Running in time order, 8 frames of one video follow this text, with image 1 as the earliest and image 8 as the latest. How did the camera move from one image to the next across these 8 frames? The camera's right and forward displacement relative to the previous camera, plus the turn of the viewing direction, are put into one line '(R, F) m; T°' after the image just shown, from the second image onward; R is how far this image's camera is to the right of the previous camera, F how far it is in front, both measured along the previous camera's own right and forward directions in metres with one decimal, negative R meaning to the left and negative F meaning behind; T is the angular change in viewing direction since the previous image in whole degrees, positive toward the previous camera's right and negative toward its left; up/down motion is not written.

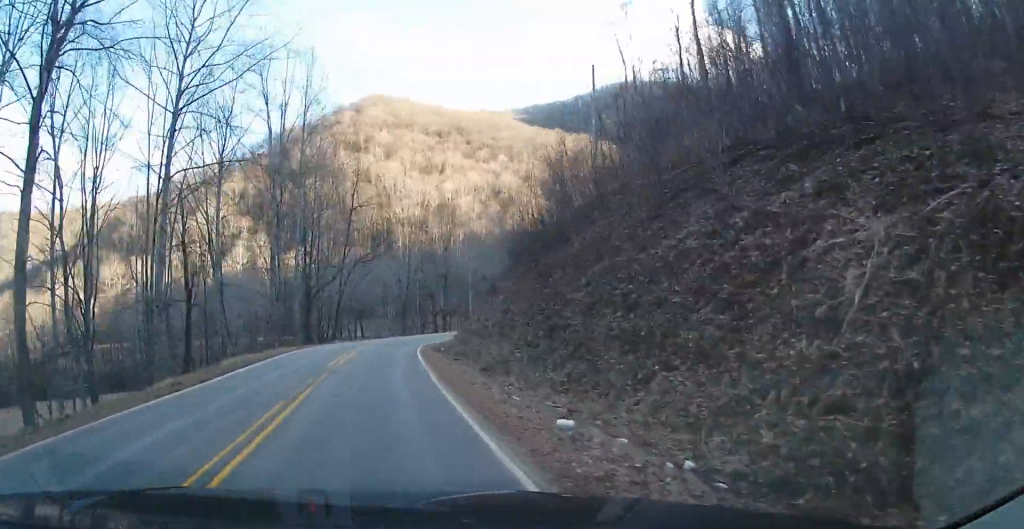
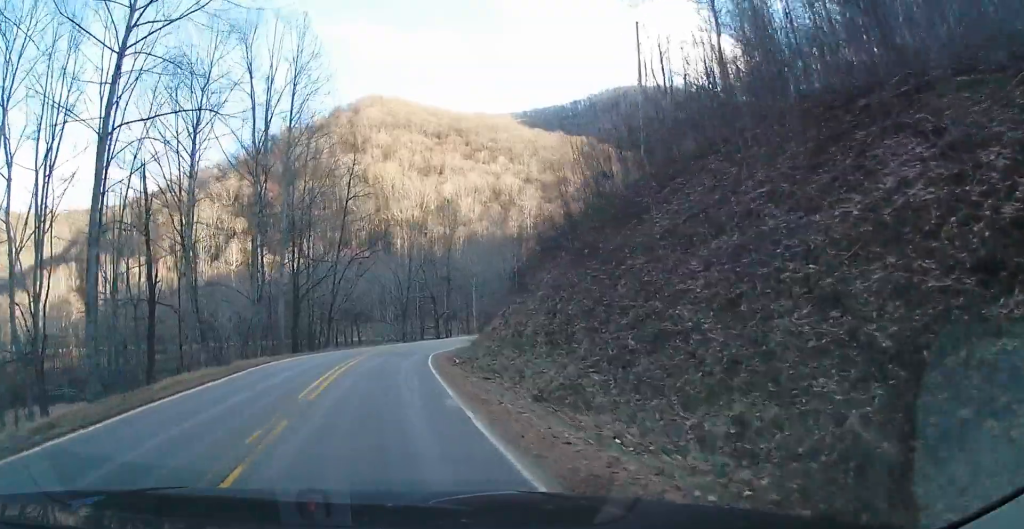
(0.0, +6.5) m; +1°
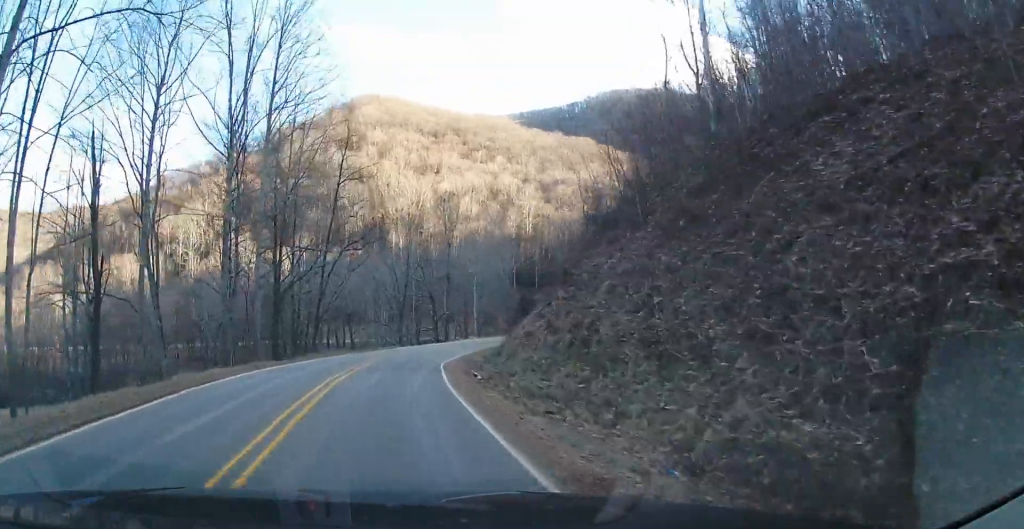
(-0.1, +6.5) m; +1°
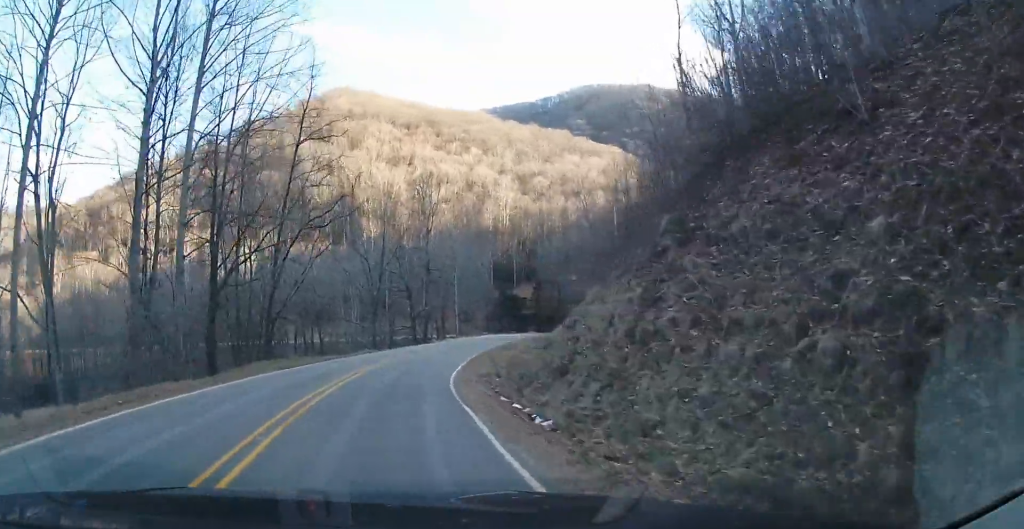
(+0.4, +9.5) m; +3°
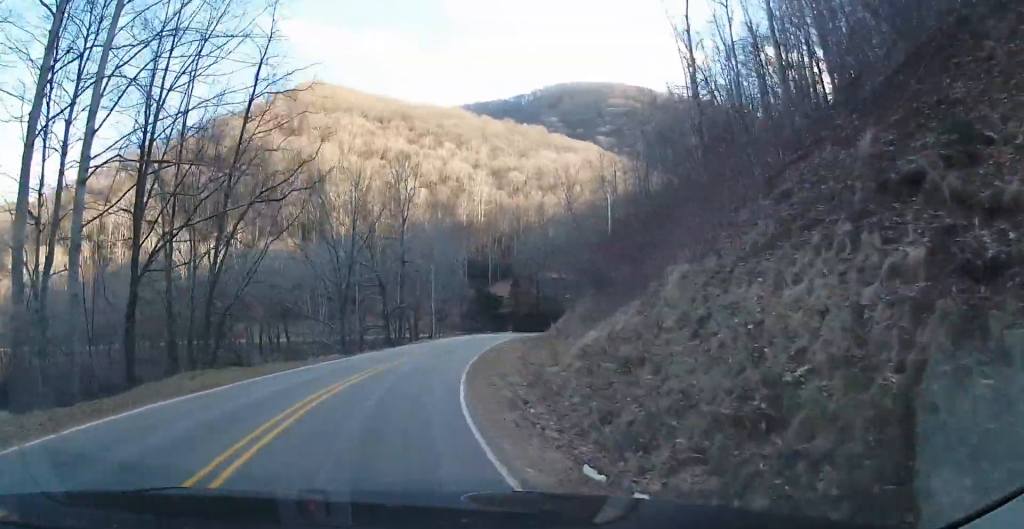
(+0.1, +7.1) m; +3°
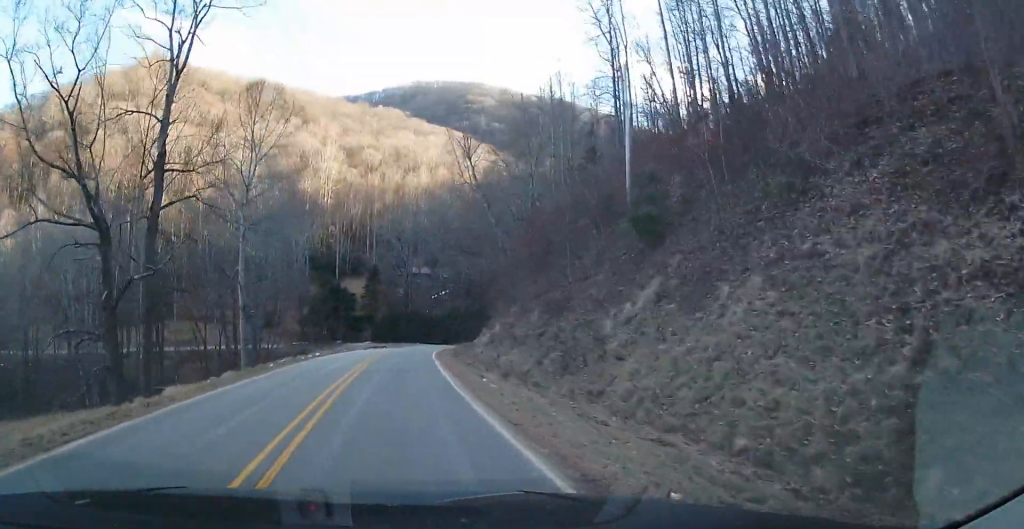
(+6.7, +37.3) m; +16°
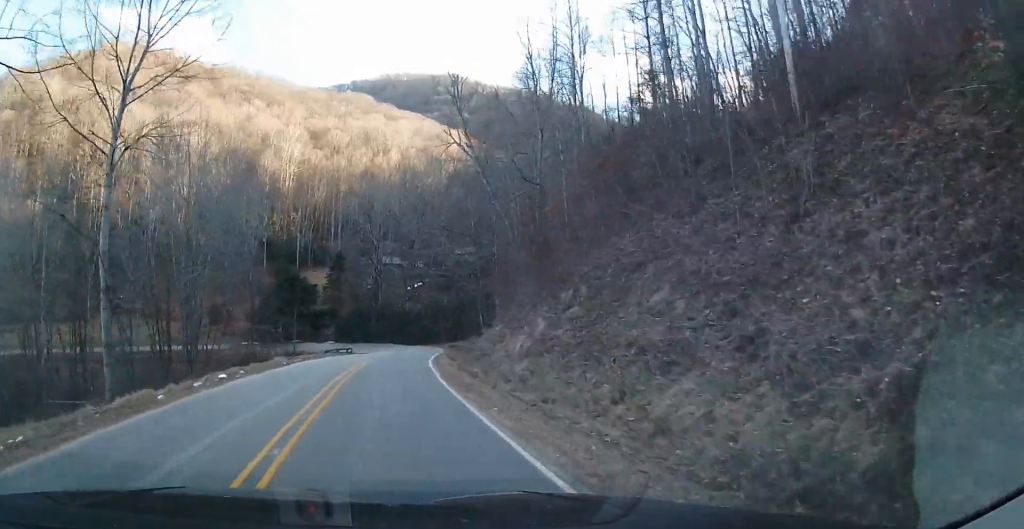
(+0.5, +15.4) m; +2°
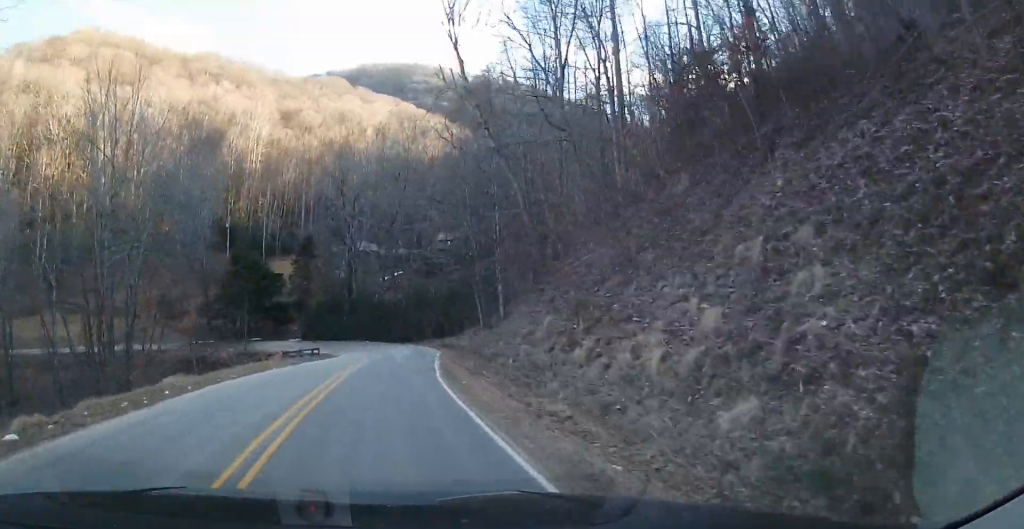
(0.0, +12.4) m; +1°
